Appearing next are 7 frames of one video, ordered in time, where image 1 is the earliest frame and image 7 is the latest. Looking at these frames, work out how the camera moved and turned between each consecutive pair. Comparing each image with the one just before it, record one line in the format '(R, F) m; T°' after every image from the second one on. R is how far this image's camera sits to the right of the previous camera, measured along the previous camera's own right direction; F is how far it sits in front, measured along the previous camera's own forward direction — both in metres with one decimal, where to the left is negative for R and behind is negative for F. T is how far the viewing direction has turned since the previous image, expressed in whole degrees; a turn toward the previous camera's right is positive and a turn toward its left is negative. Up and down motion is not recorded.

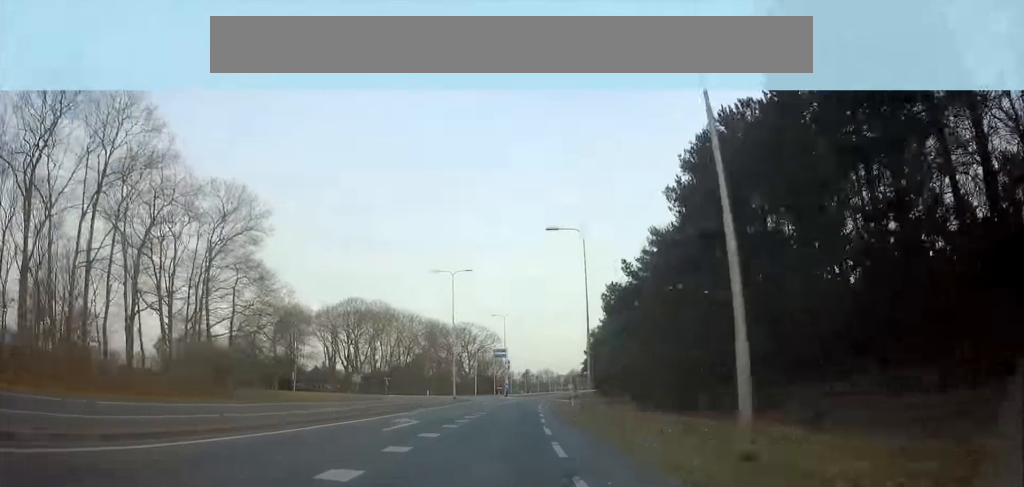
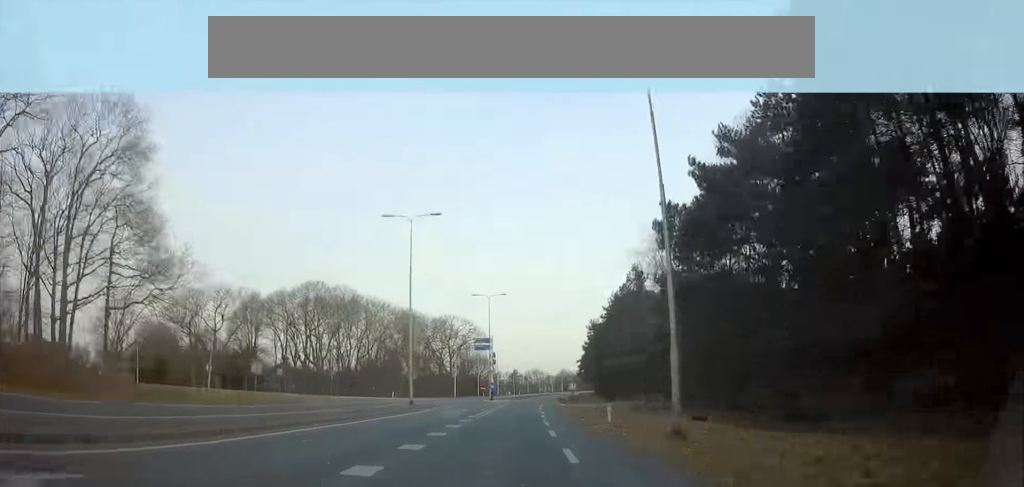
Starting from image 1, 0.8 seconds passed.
(+0.3, +19.4) m; +2°
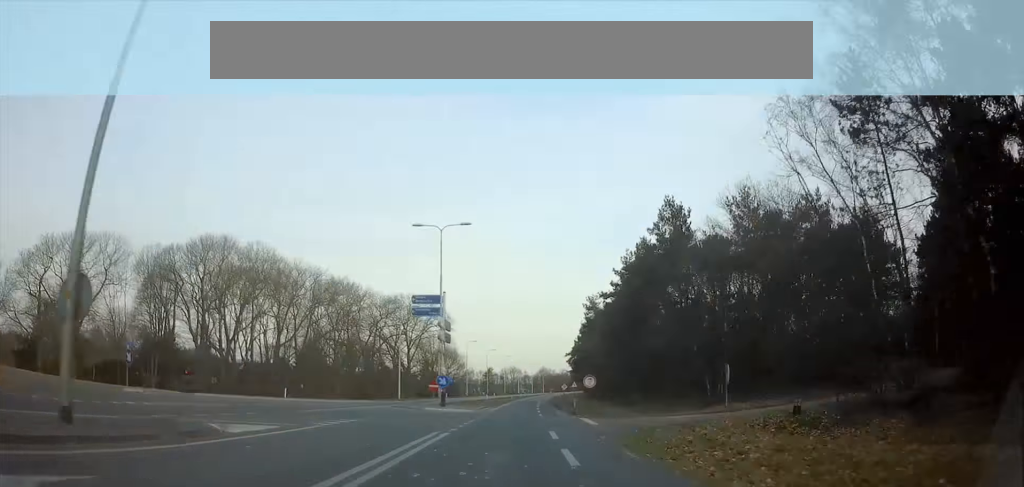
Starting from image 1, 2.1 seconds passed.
(+0.8, +30.7) m; +2°
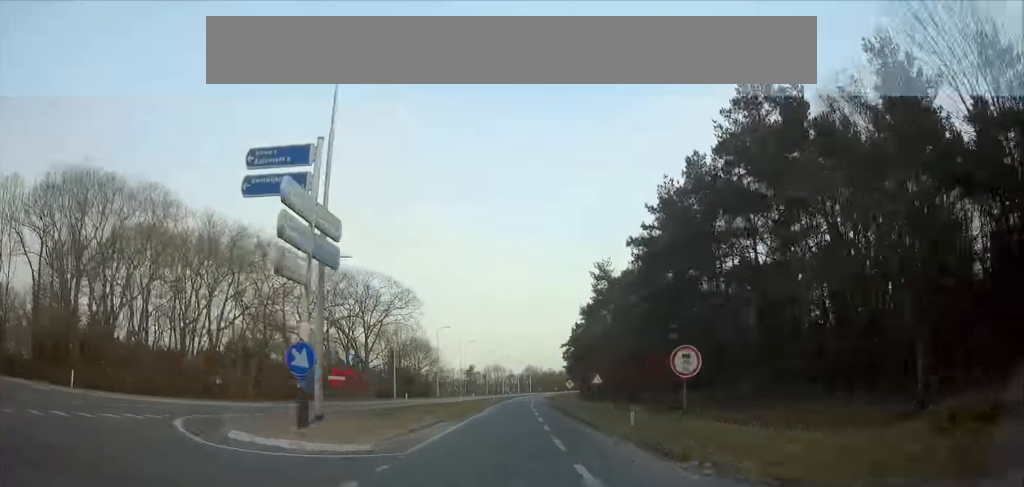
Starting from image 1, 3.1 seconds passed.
(+0.4, +24.3) m; +1°
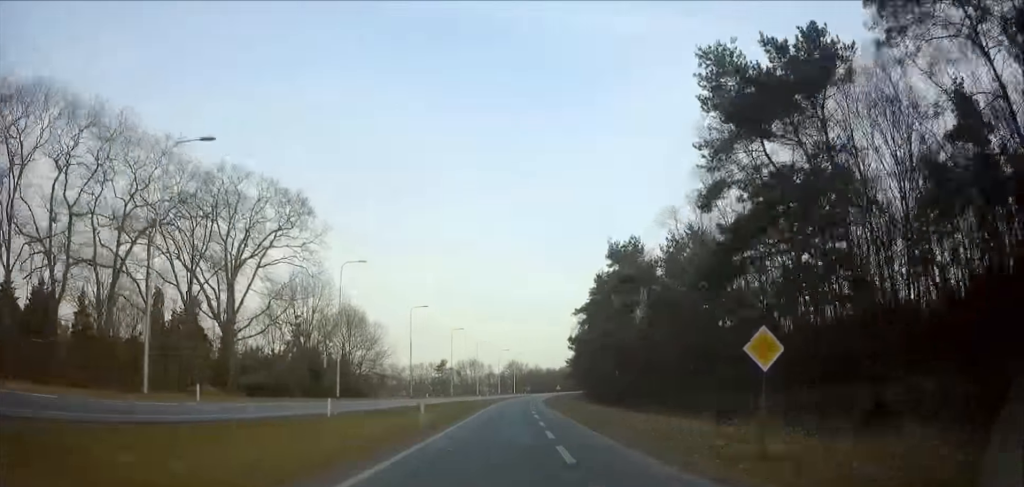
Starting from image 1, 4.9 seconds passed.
(+0.2, +45.2) m; +2°
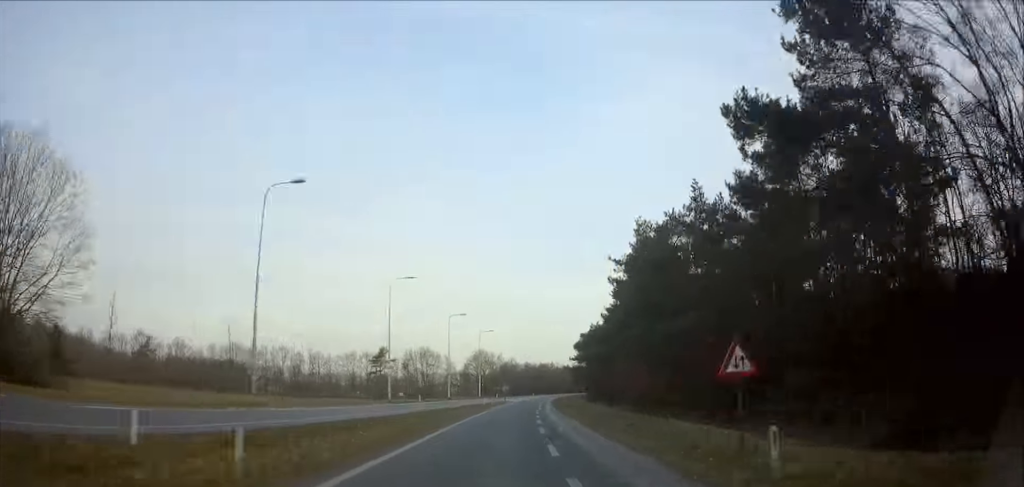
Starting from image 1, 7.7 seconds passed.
(+2.5, +65.9) m; +3°
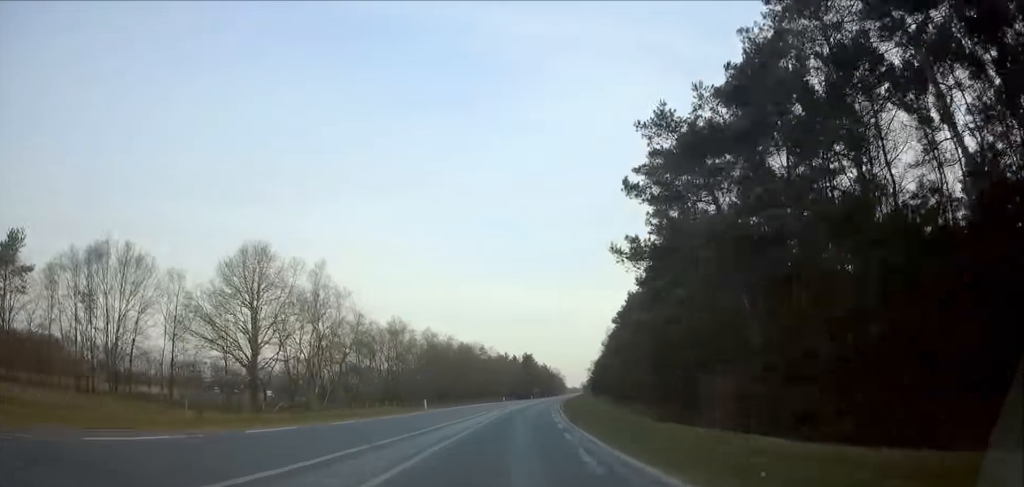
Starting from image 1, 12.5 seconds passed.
(+5.8, +117.2) m; +7°
